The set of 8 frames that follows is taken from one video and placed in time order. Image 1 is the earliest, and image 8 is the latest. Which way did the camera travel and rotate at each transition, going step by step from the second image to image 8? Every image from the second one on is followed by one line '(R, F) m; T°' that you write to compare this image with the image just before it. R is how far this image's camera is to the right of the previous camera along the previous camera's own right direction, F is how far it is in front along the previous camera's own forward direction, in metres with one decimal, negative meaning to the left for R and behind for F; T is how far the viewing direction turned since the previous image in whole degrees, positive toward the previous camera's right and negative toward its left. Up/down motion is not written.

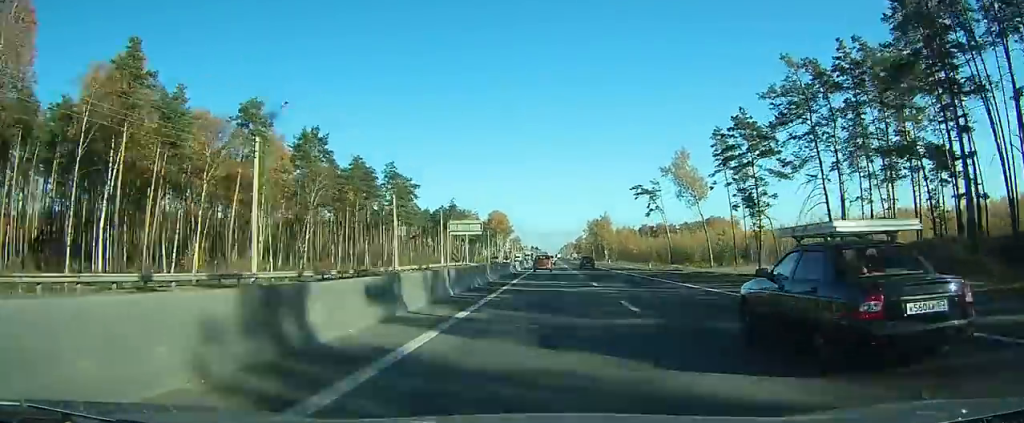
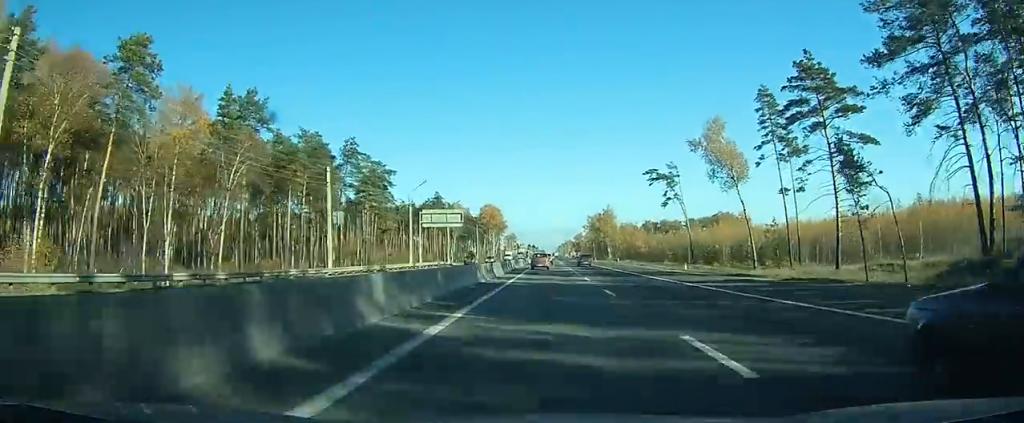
(0.0, +18.3) m; 0°
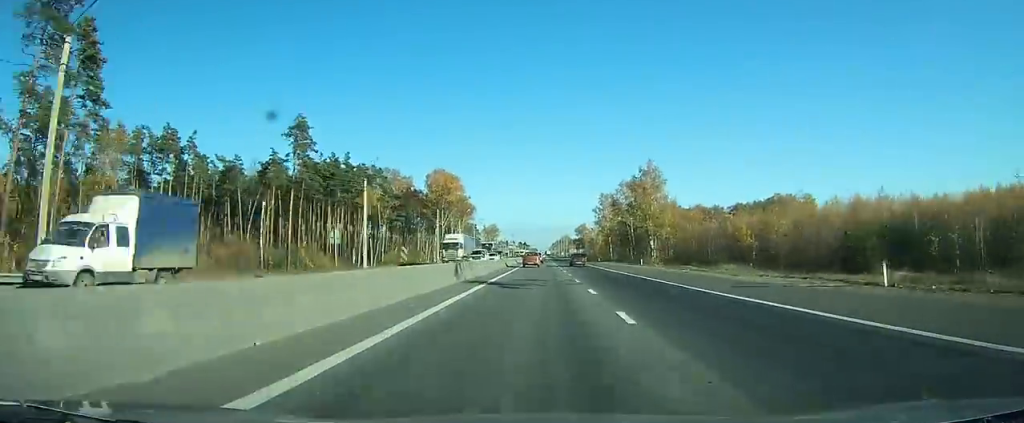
(-0.3, +83.2) m; 0°
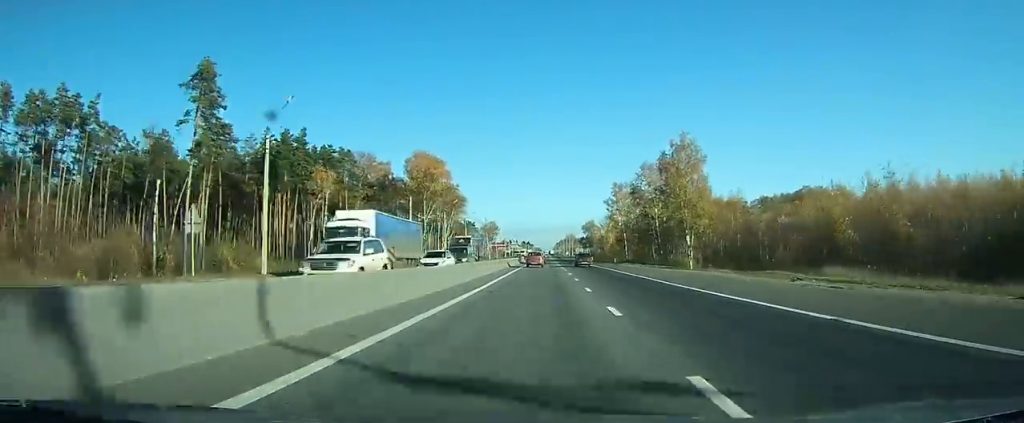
(0.0, +23.7) m; 0°
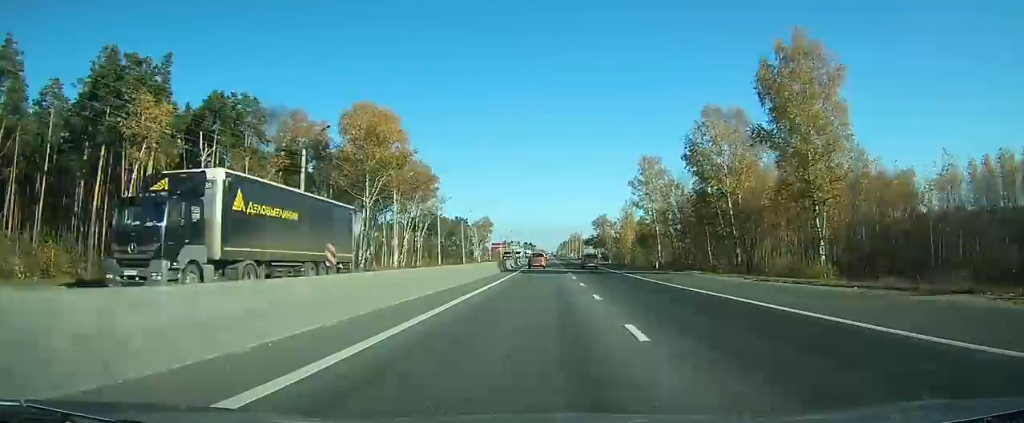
(0.0, +37.3) m; 0°
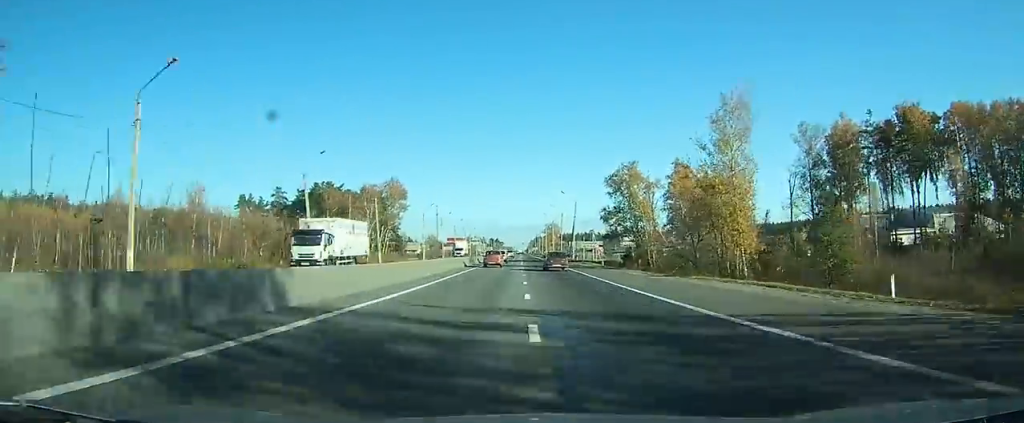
(+0.7, +93.4) m; +1°
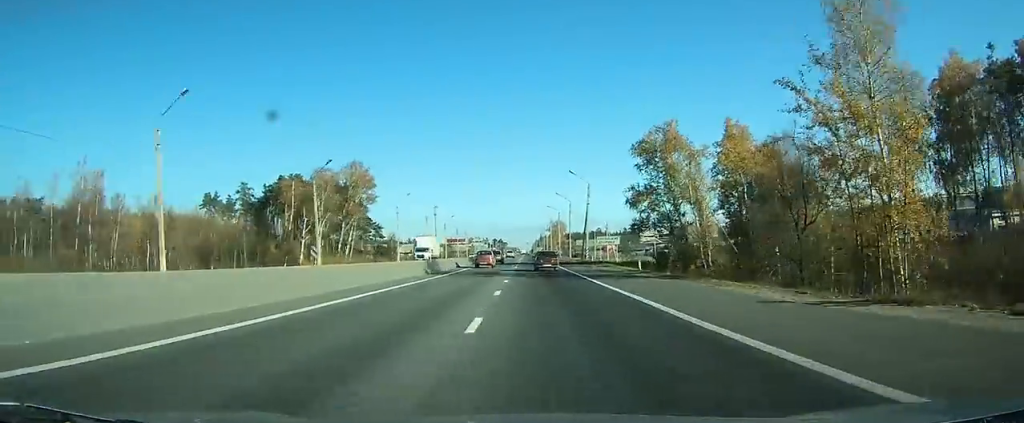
(0.0, +22.4) m; 0°
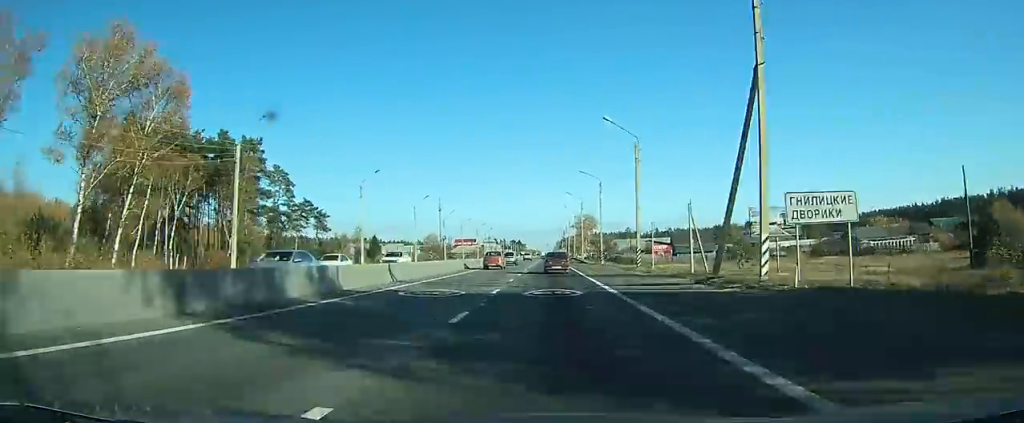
(-0.5, +56.9) m; -1°
